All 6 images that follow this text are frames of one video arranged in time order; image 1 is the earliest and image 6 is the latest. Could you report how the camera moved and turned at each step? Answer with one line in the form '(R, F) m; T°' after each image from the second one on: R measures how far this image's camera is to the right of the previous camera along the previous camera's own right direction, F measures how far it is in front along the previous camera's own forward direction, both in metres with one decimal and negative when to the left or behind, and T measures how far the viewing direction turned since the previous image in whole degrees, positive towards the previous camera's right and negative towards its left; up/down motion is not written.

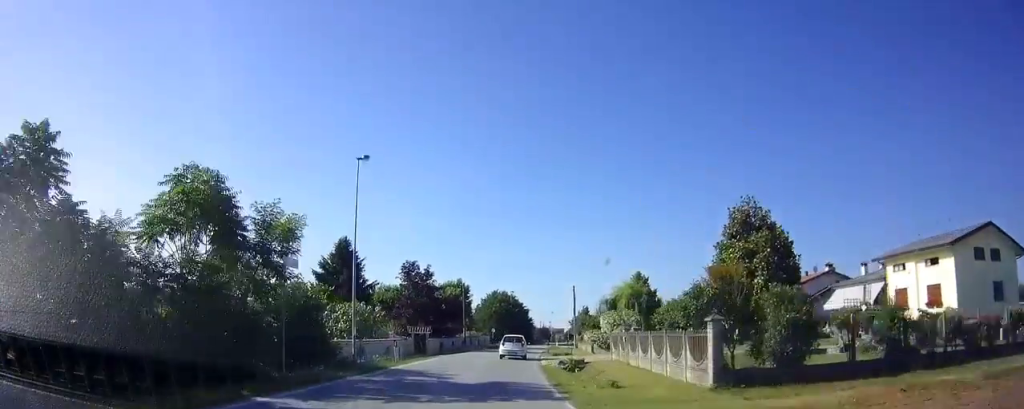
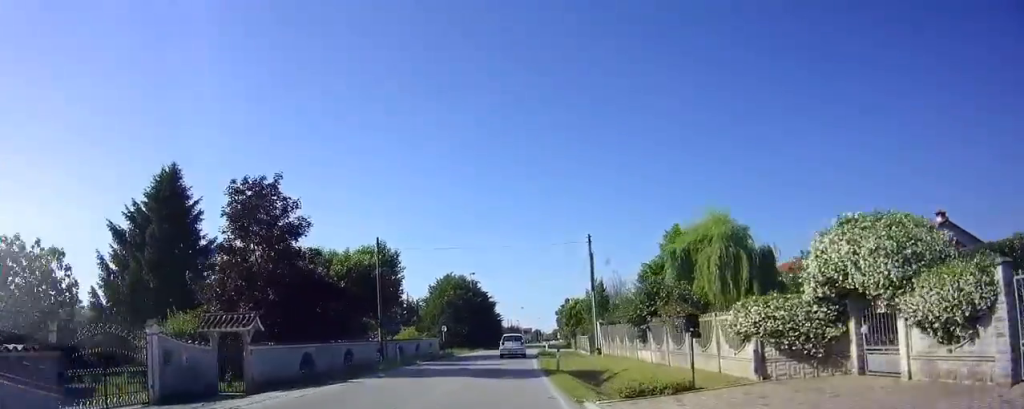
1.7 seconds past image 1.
(+0.9, +27.7) m; +3°
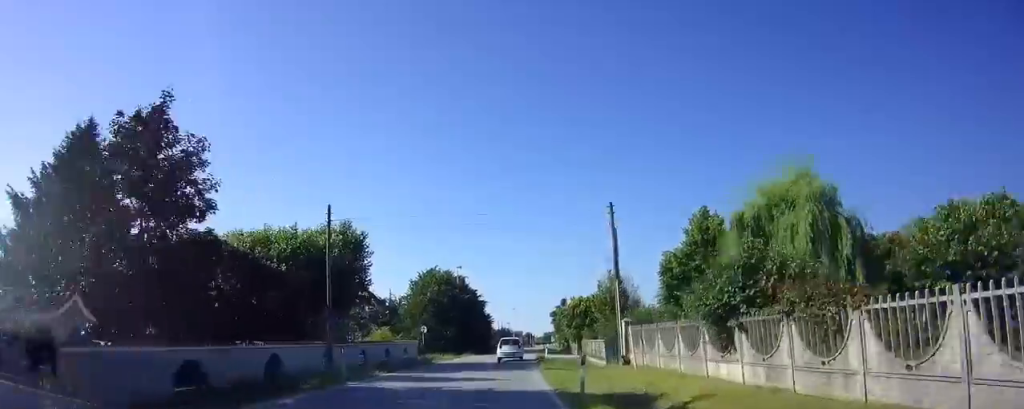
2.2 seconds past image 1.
(0.0, +7.6) m; +1°
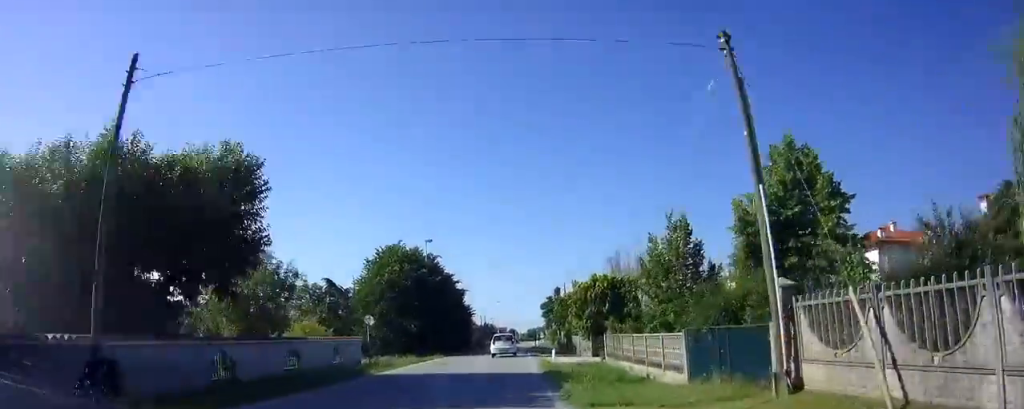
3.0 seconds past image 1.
(+0.1, +13.0) m; +1°
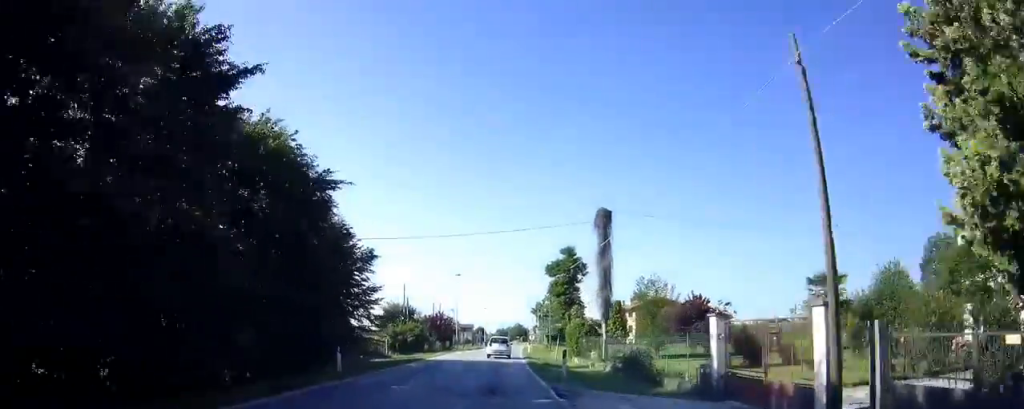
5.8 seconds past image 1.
(+1.2, +45.9) m; +3°
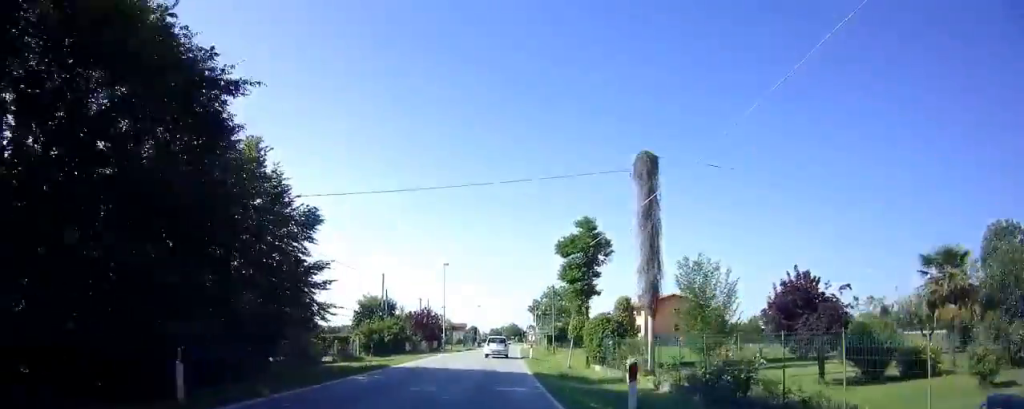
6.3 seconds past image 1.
(0.0, +9.4) m; +1°
